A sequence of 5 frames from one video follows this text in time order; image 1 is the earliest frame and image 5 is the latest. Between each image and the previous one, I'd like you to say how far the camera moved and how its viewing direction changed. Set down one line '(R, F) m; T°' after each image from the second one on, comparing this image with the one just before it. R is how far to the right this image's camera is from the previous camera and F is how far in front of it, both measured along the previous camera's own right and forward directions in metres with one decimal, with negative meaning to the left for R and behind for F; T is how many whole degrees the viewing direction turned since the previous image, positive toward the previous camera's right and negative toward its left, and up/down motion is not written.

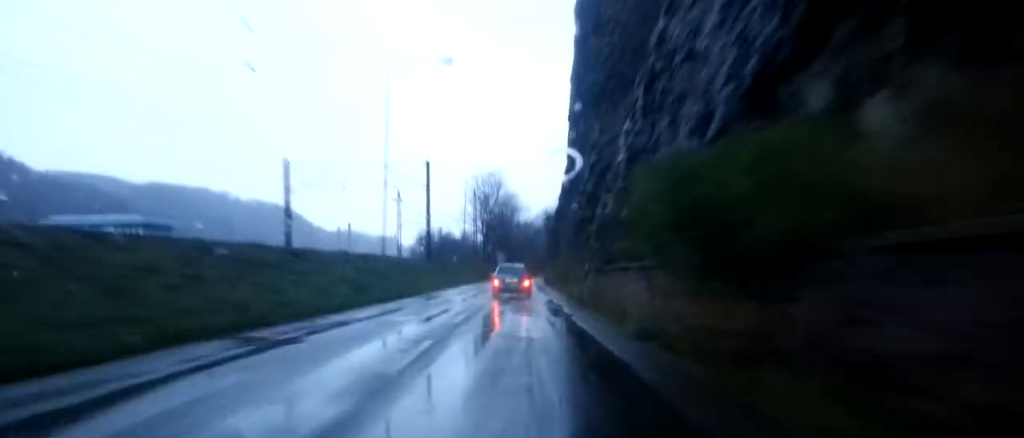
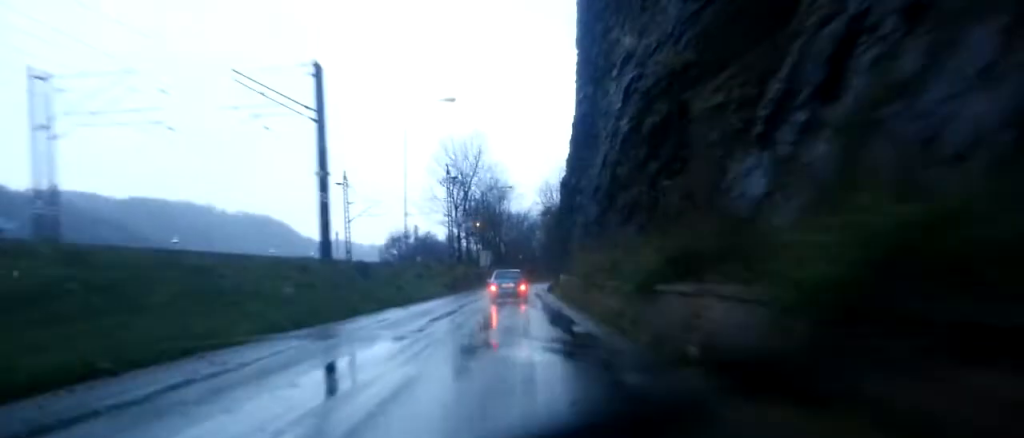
(+0.3, +33.5) m; 0°
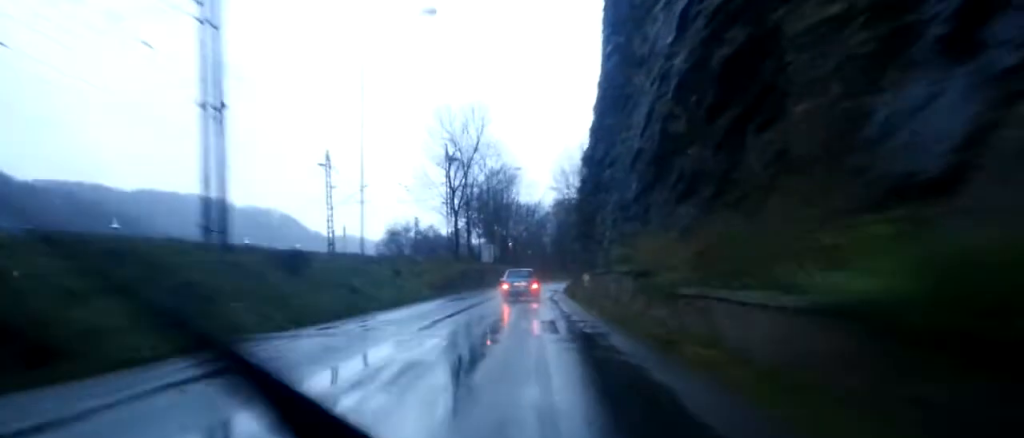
(-0.2, +13.2) m; -1°
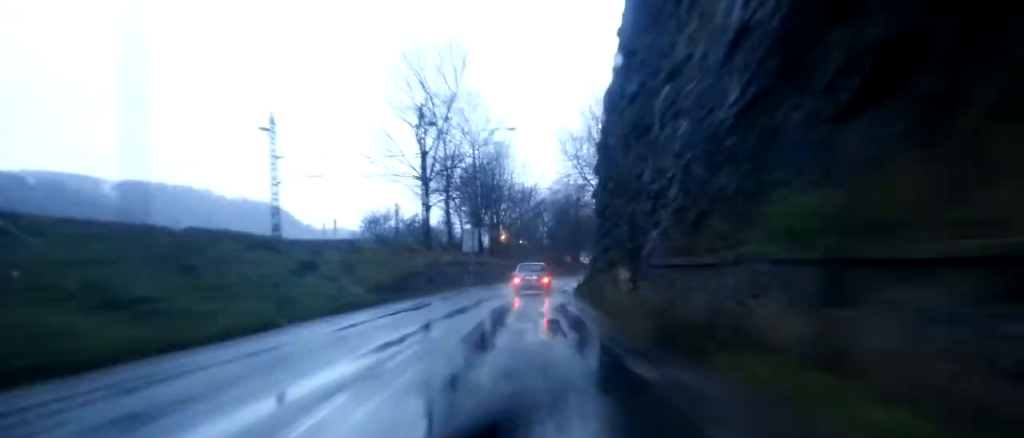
(-0.1, +16.2) m; +1°
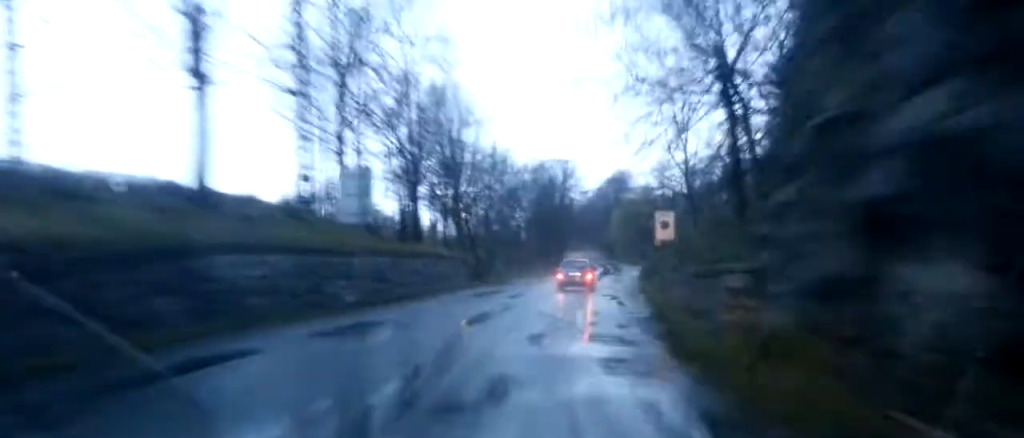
(+0.5, +29.5) m; +2°
